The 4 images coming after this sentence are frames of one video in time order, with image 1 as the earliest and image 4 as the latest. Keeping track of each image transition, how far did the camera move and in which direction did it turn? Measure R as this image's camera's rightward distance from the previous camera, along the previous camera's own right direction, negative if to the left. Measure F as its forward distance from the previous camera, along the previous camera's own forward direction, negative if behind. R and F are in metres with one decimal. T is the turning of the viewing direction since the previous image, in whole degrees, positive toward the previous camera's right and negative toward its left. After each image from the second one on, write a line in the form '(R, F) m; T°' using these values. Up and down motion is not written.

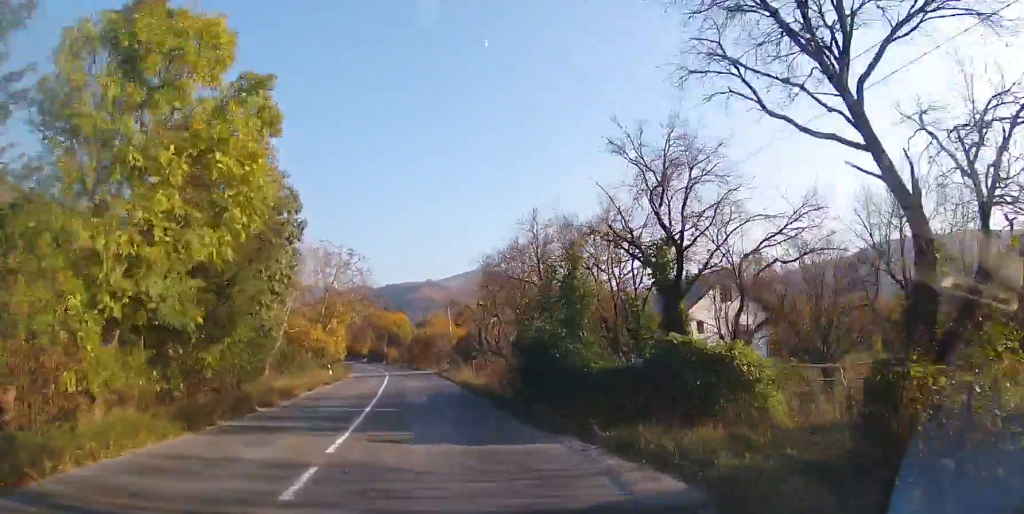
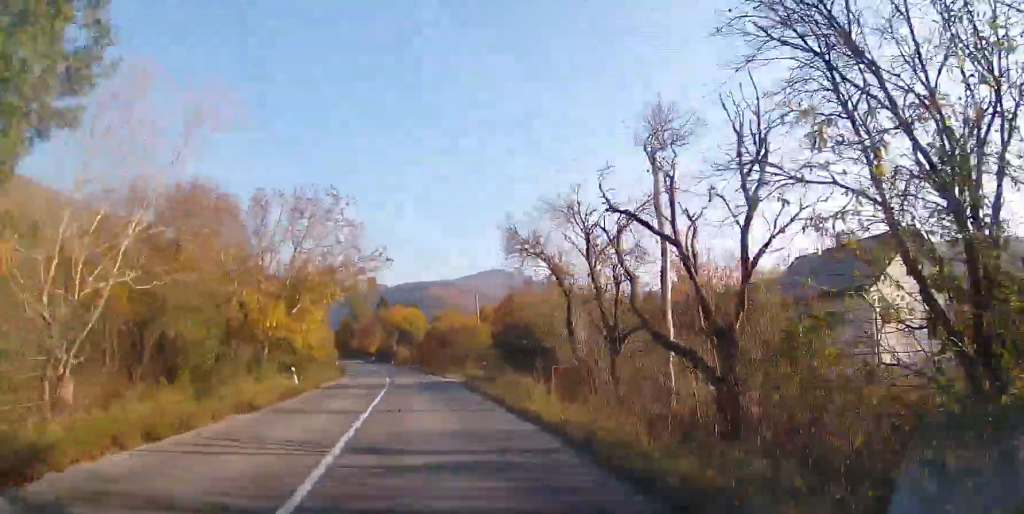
(-0.3, +17.3) m; -1°
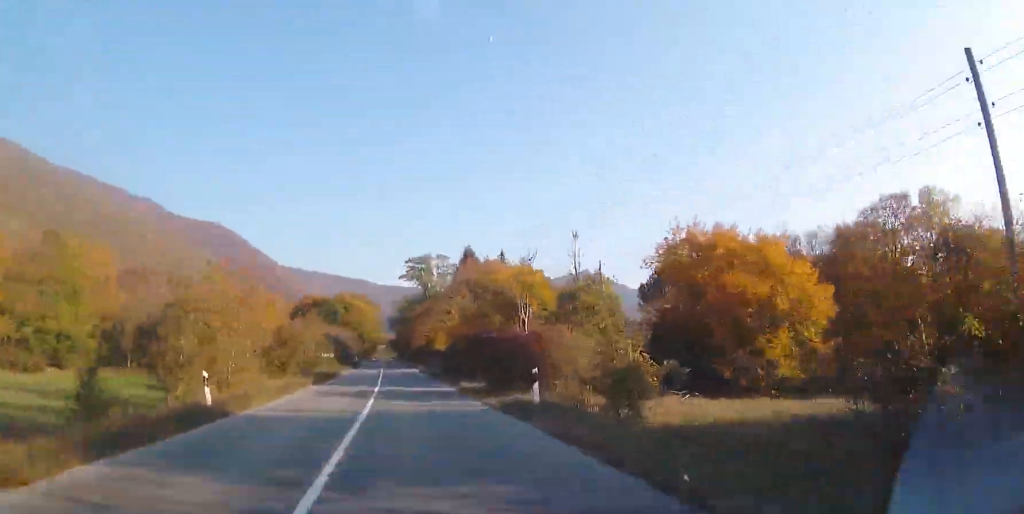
(-5.0, +73.1) m; -9°
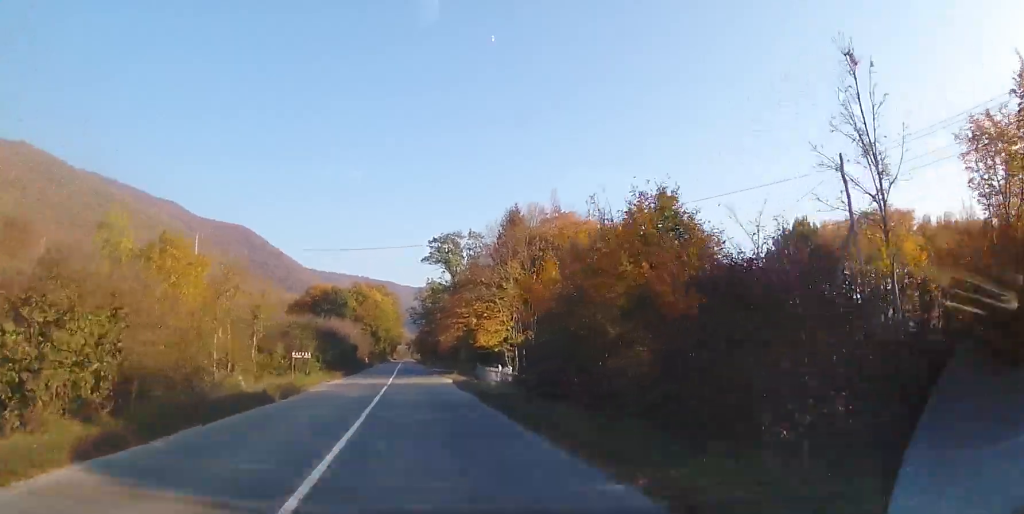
(-0.2, +22.8) m; 0°
